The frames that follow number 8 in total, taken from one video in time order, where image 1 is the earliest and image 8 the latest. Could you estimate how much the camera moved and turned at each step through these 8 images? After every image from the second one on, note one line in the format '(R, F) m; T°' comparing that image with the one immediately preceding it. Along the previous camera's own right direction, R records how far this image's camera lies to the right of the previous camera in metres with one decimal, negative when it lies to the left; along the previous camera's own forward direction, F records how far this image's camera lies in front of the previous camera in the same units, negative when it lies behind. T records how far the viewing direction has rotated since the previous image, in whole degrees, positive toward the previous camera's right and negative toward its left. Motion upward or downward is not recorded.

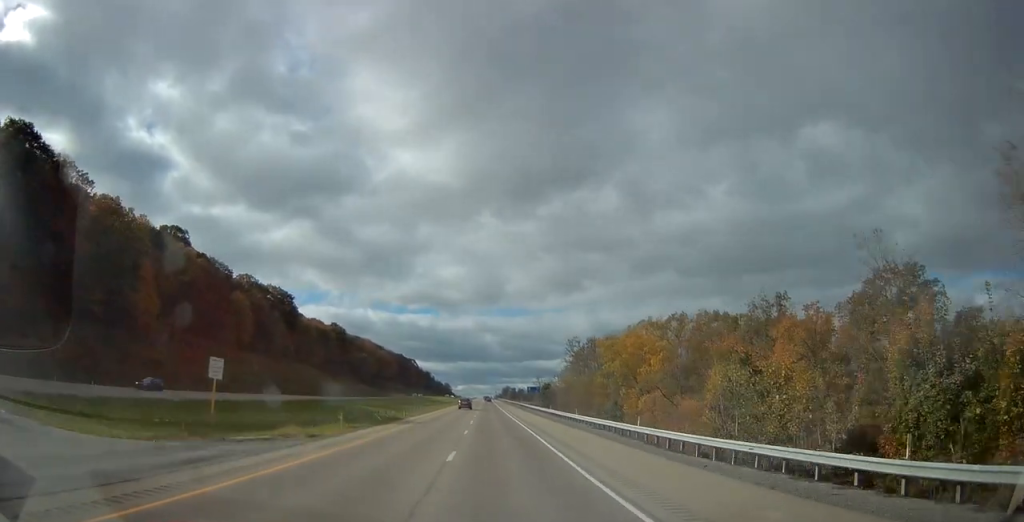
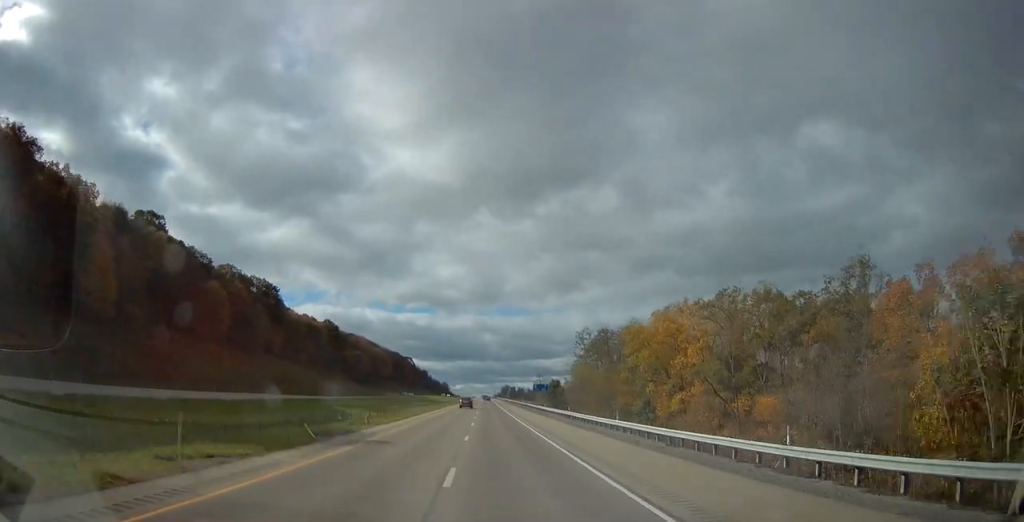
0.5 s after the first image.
(0.0, +16.9) m; 0°
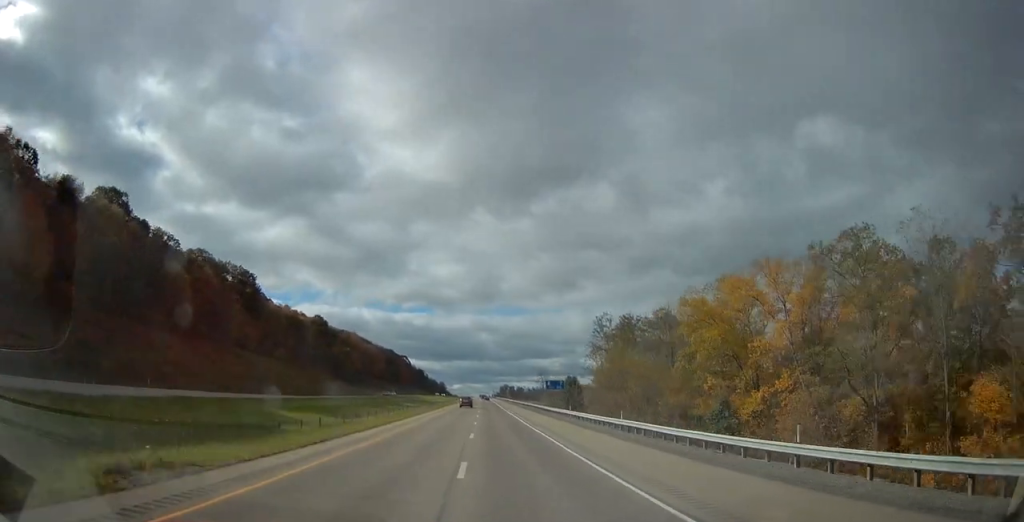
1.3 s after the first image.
(0.0, +23.1) m; 0°
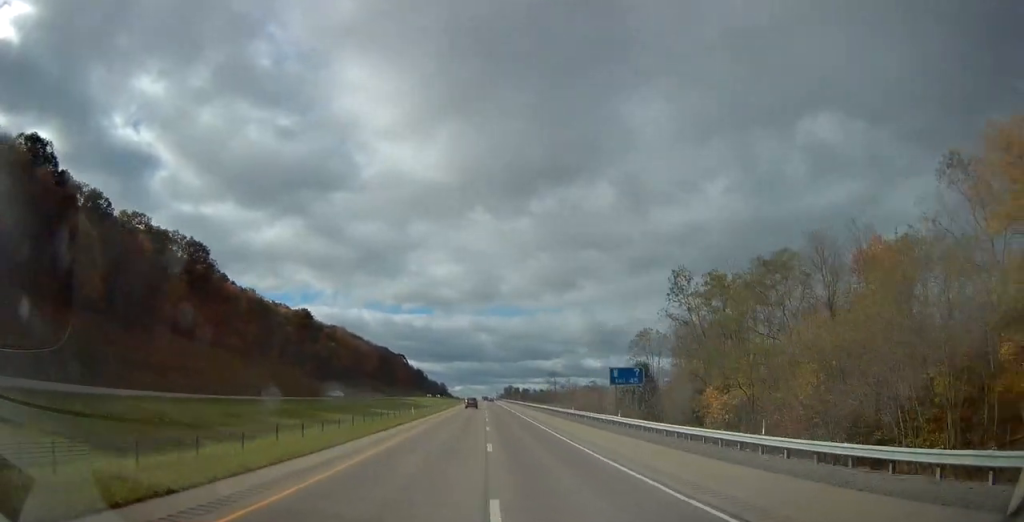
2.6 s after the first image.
(+0.1, +42.1) m; 0°
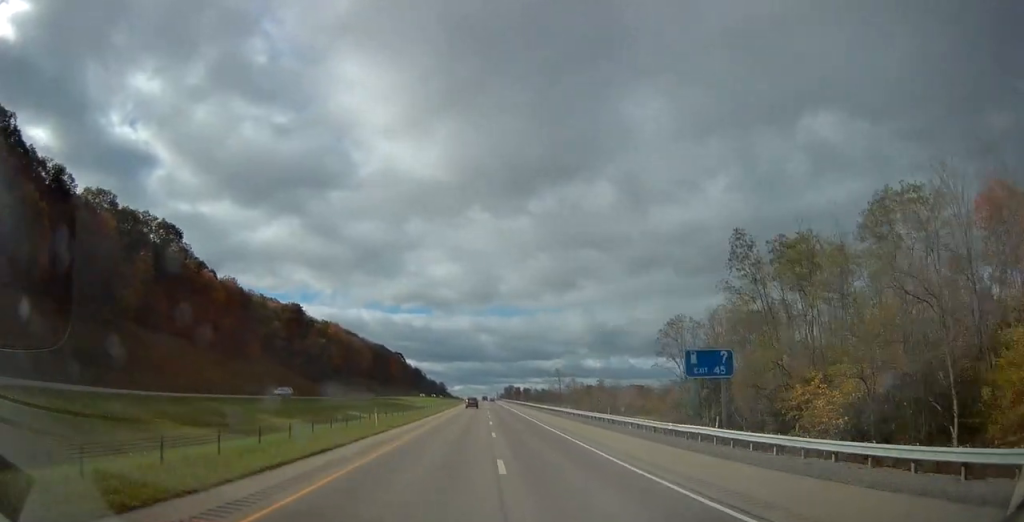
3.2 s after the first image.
(-0.1, +17.9) m; 0°
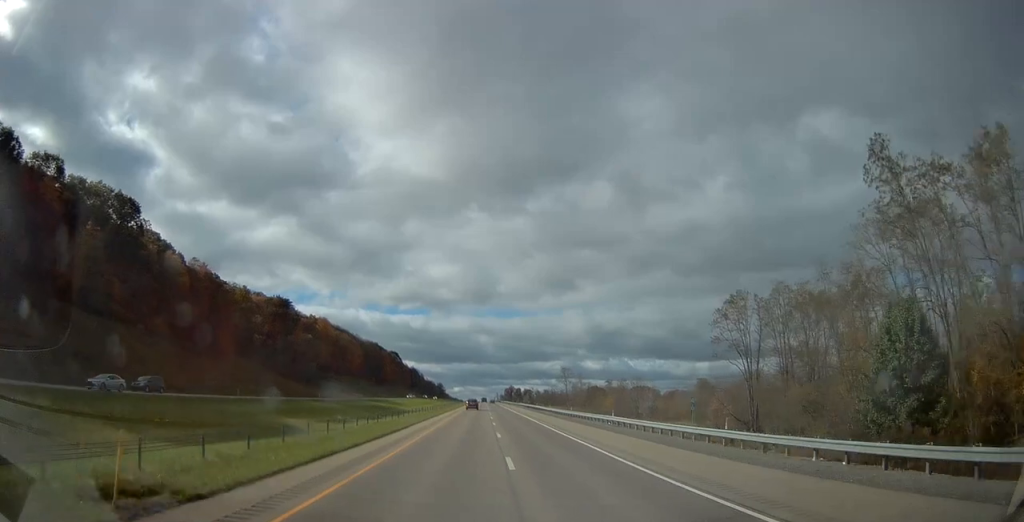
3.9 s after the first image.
(-0.1, +23.1) m; 0°
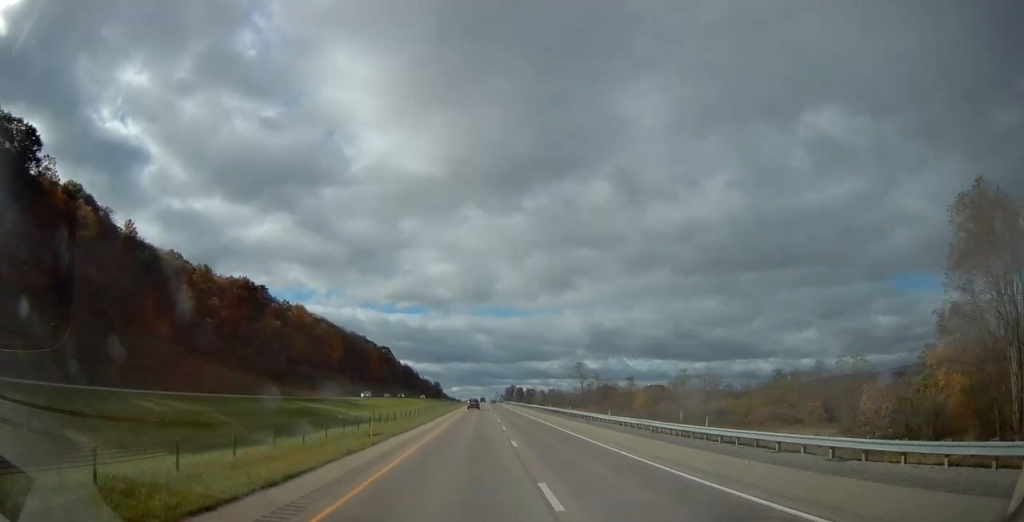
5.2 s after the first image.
(+0.4, +42.2) m; +1°
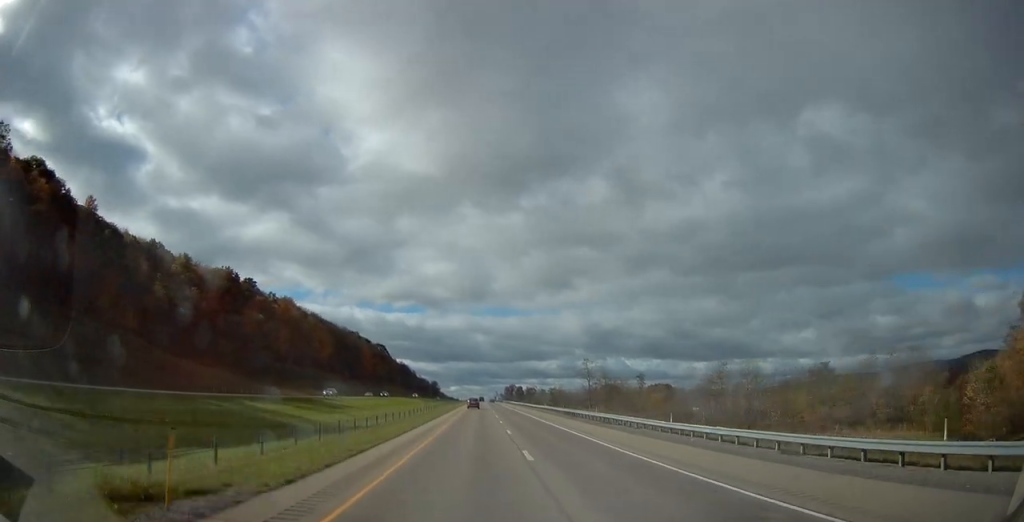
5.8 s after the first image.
(0.0, +16.9) m; 0°
